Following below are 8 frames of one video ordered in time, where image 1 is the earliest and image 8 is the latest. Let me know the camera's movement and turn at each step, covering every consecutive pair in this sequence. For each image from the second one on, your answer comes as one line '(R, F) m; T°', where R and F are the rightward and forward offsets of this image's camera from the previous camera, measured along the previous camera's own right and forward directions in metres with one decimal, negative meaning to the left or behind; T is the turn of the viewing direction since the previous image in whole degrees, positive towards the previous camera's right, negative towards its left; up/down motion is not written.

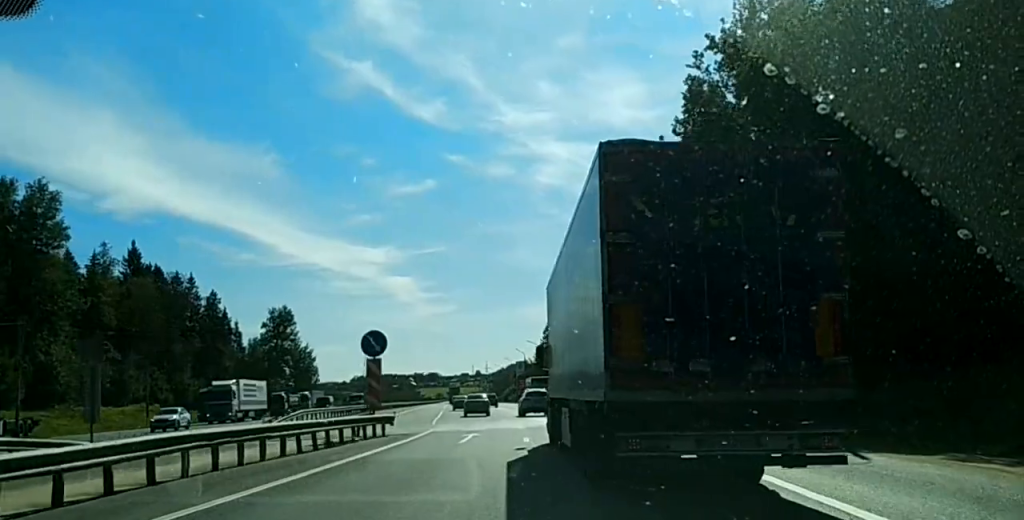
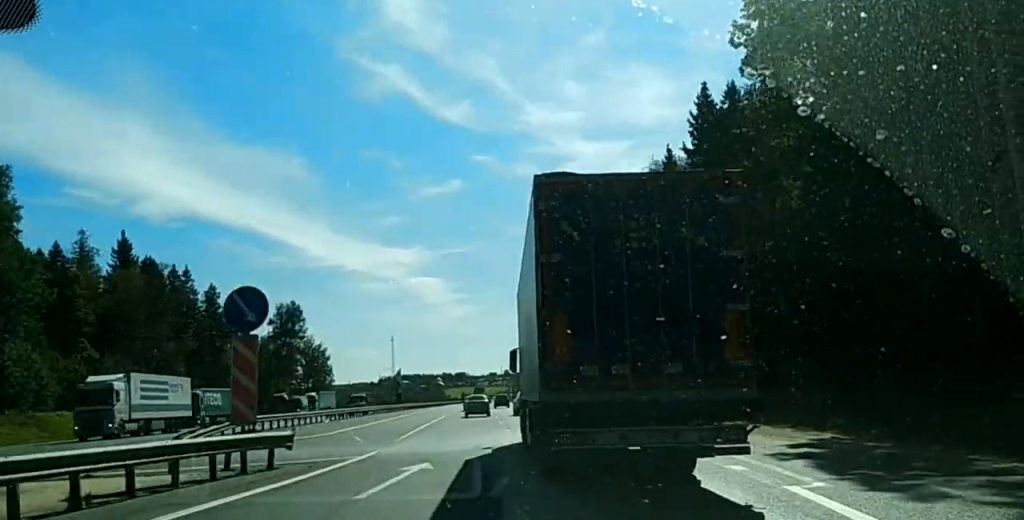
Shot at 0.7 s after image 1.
(0.0, +13.4) m; -1°
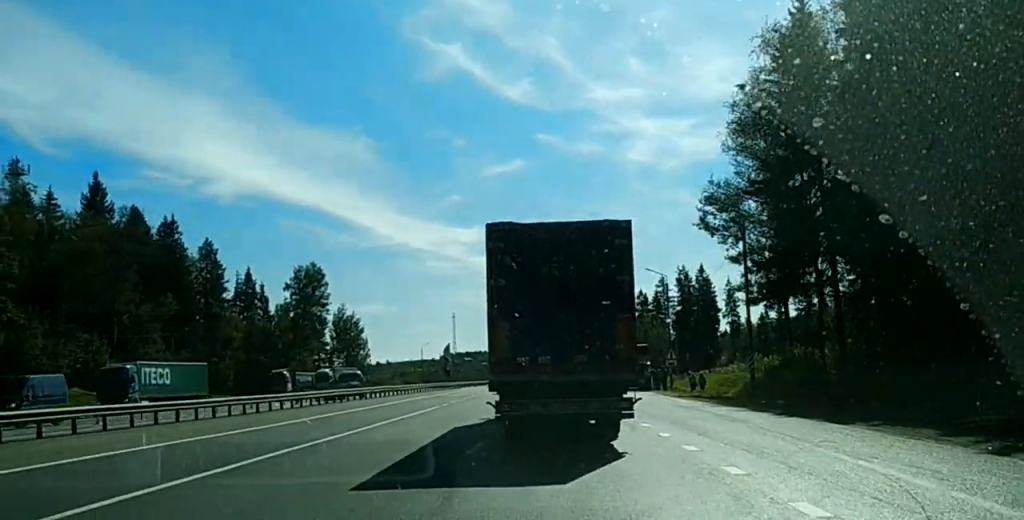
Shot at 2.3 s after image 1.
(-0.1, +28.4) m; -1°
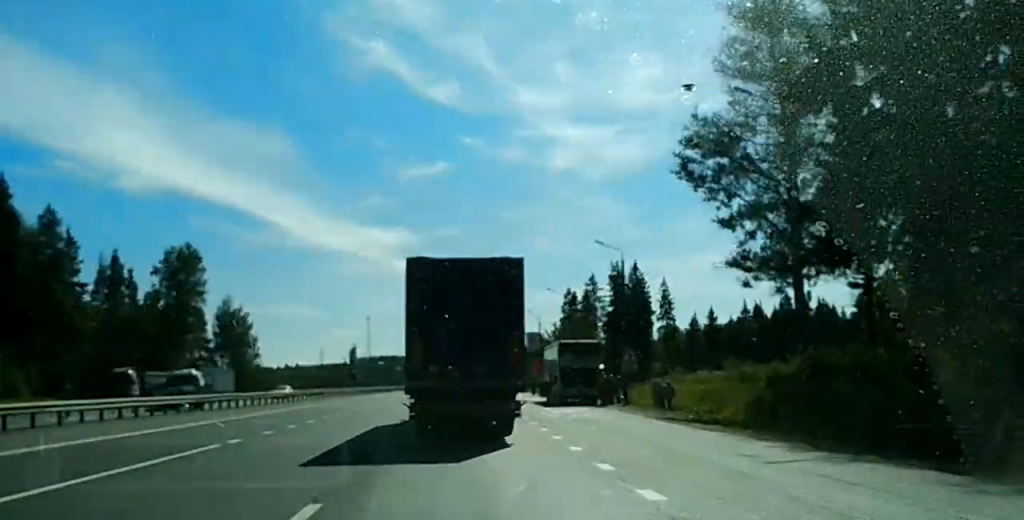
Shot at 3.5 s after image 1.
(-0.6, +19.6) m; -2°
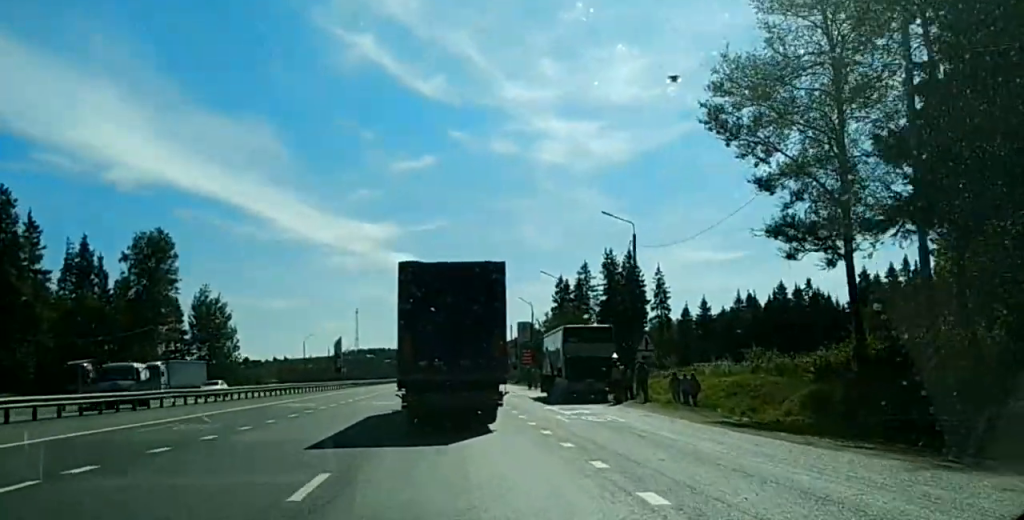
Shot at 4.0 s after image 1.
(0.0, +7.9) m; 0°
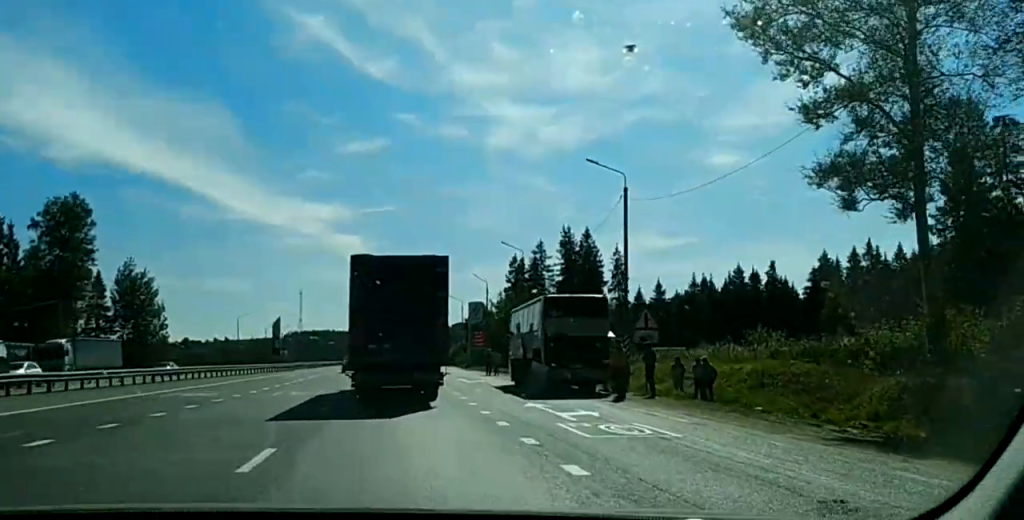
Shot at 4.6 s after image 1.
(0.0, +9.8) m; 0°
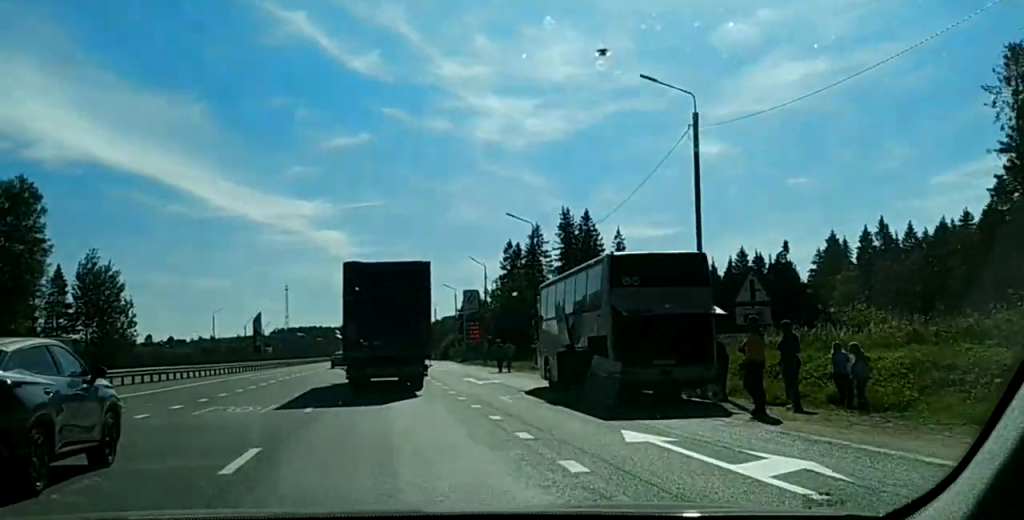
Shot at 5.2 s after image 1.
(-0.2, +11.0) m; +1°
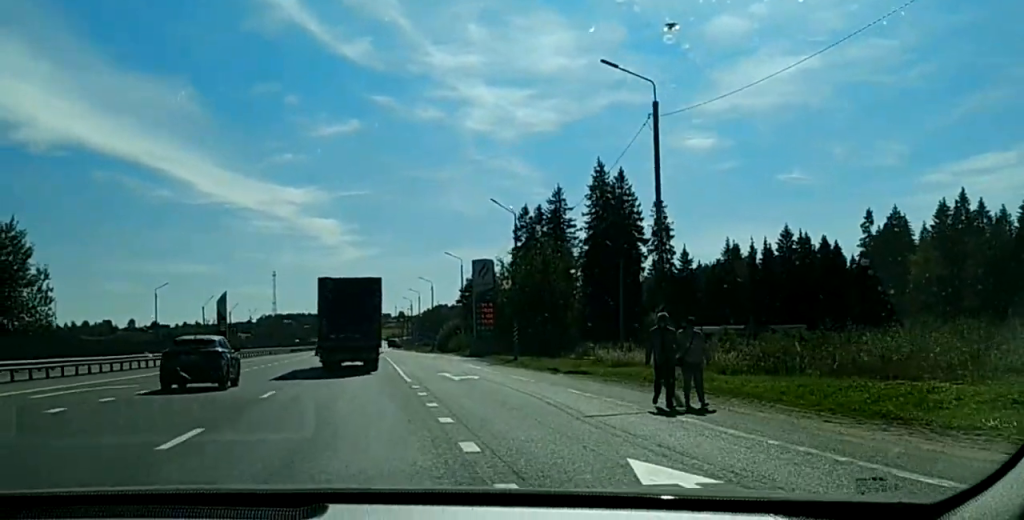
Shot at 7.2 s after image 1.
(0.0, +34.6) m; -1°
